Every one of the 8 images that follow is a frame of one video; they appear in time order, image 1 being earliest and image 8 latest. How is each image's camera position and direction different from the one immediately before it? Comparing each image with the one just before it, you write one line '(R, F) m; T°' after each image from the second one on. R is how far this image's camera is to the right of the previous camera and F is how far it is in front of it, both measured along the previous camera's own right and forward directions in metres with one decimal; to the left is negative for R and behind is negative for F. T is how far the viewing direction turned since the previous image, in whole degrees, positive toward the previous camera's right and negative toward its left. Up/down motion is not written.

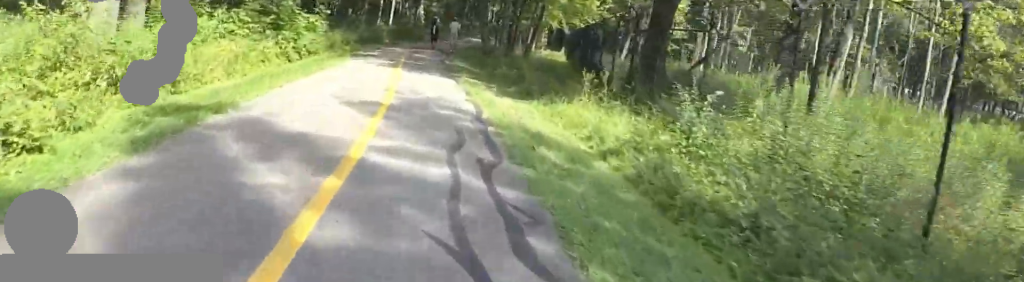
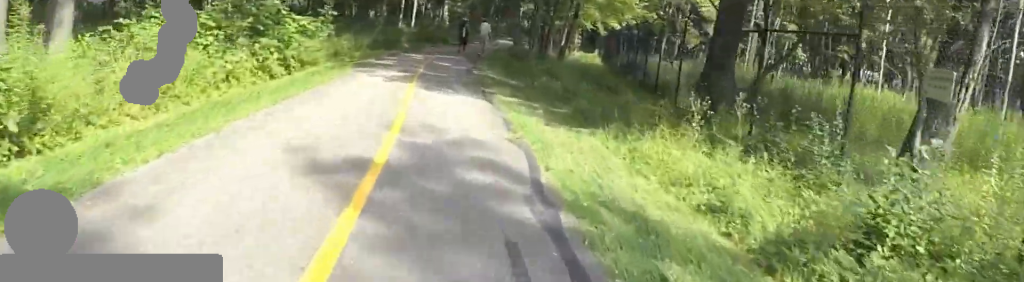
(0.0, +3.1) m; -3°
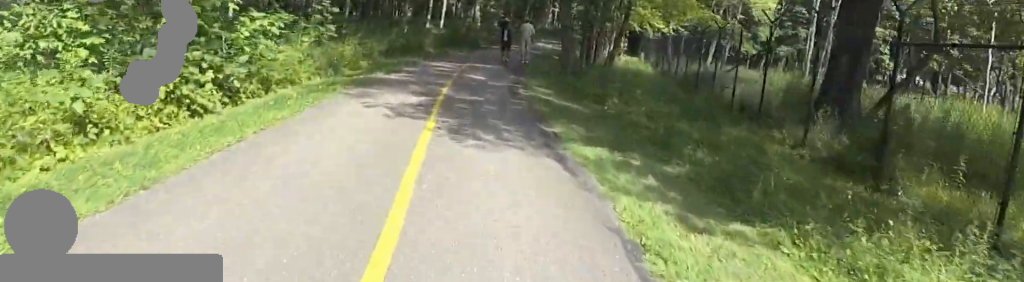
(-0.9, +4.1) m; -7°
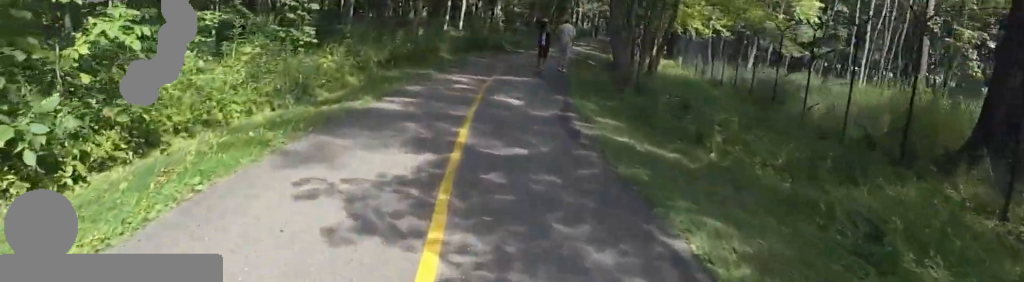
(0.0, +3.9) m; +2°
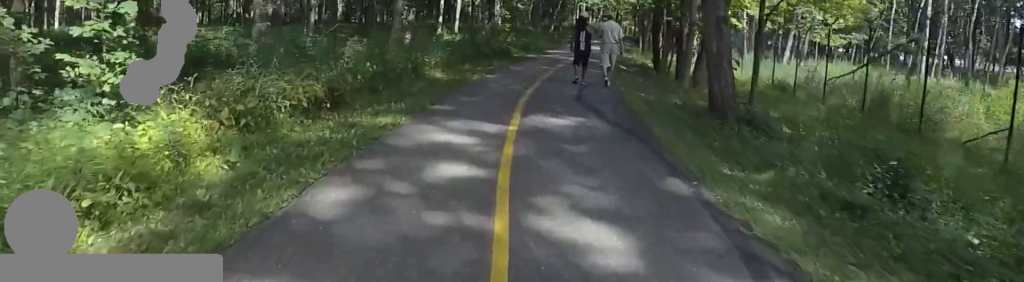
(+0.3, +5.8) m; +7°
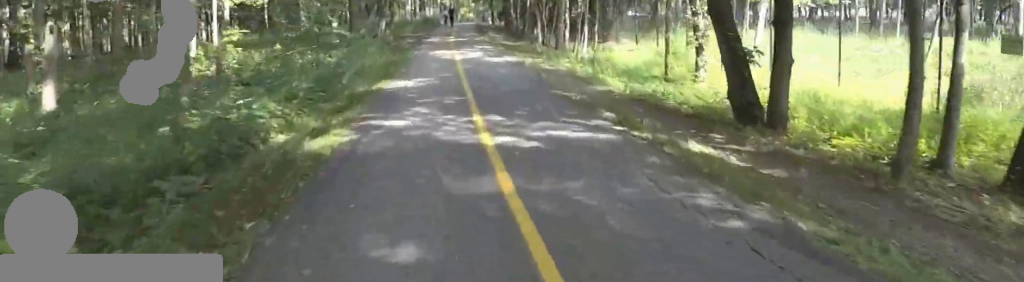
(+2.4, +17.2) m; +15°
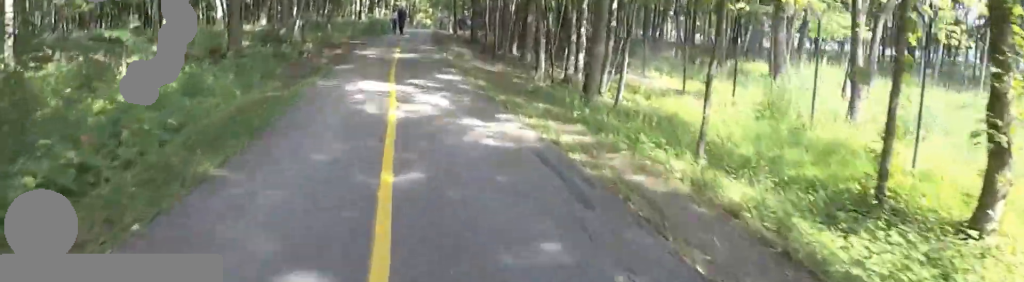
(-0.2, +9.5) m; -11°
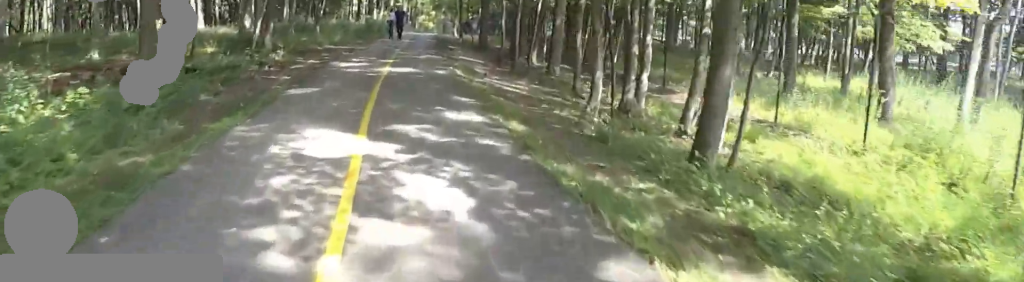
(-0.9, +4.5) m; 0°
